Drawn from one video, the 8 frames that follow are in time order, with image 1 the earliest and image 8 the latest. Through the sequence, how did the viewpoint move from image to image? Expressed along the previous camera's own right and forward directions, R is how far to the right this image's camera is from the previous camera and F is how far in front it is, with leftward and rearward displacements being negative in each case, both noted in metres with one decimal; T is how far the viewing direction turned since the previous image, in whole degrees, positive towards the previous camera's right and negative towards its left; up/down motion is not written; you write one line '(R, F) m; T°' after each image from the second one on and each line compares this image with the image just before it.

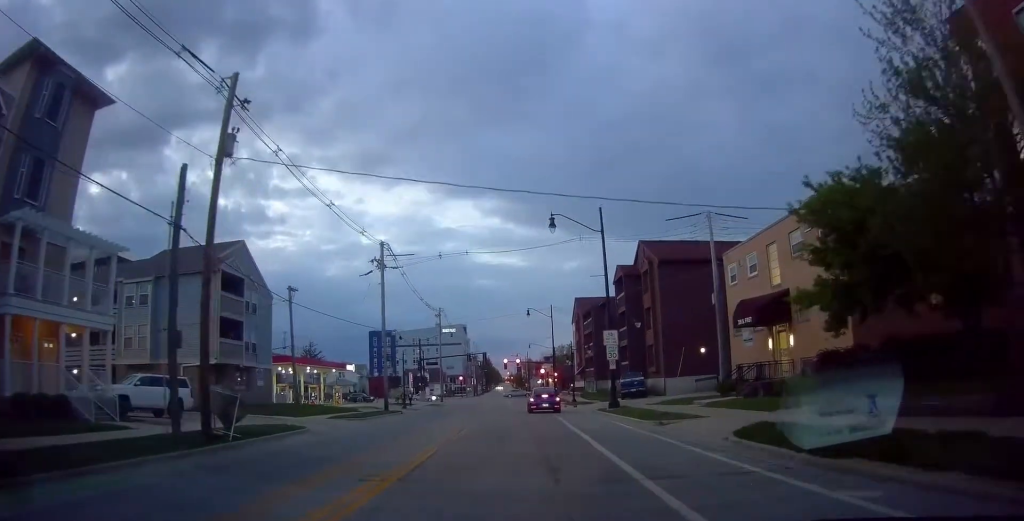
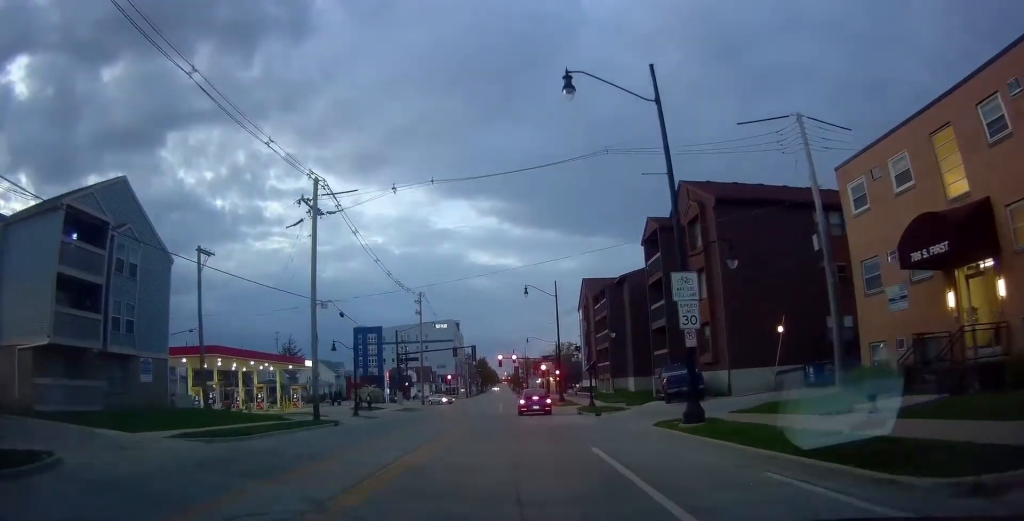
(+0.8, +14.9) m; +2°
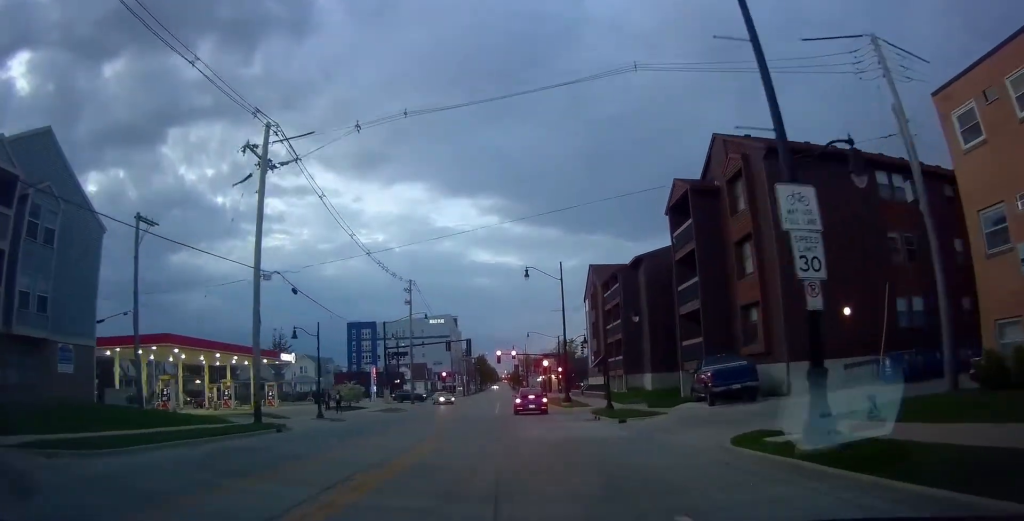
(-0.2, +7.5) m; -2°
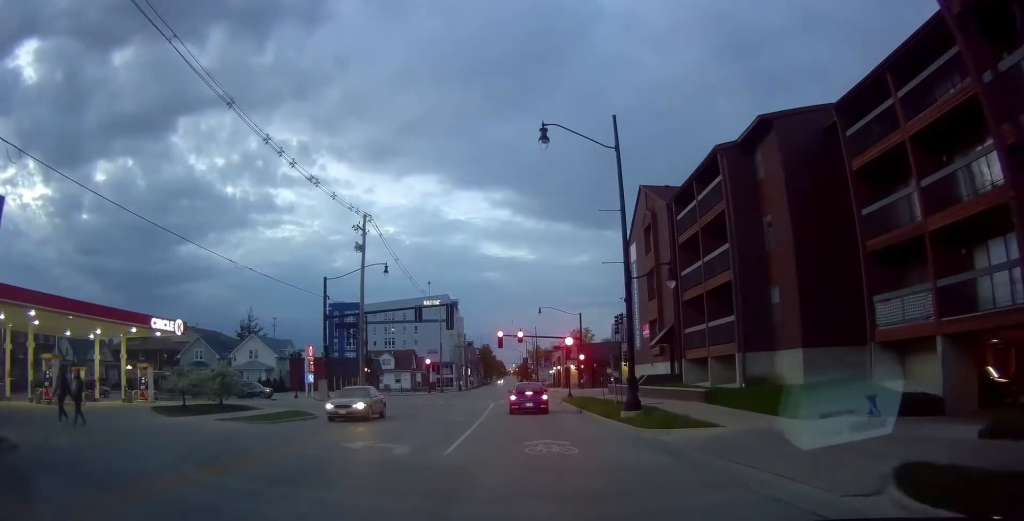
(-1.0, +24.5) m; -2°
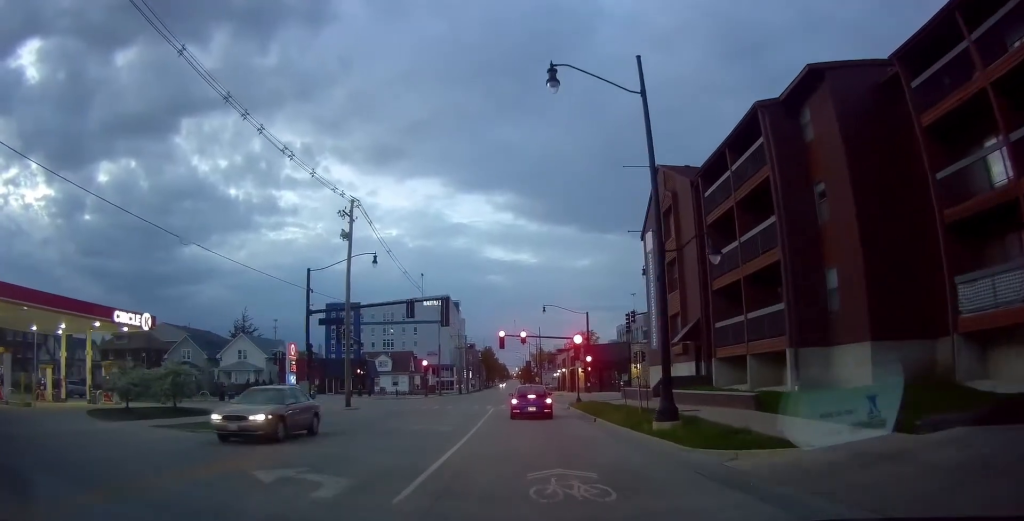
(0.0, +4.4) m; +4°
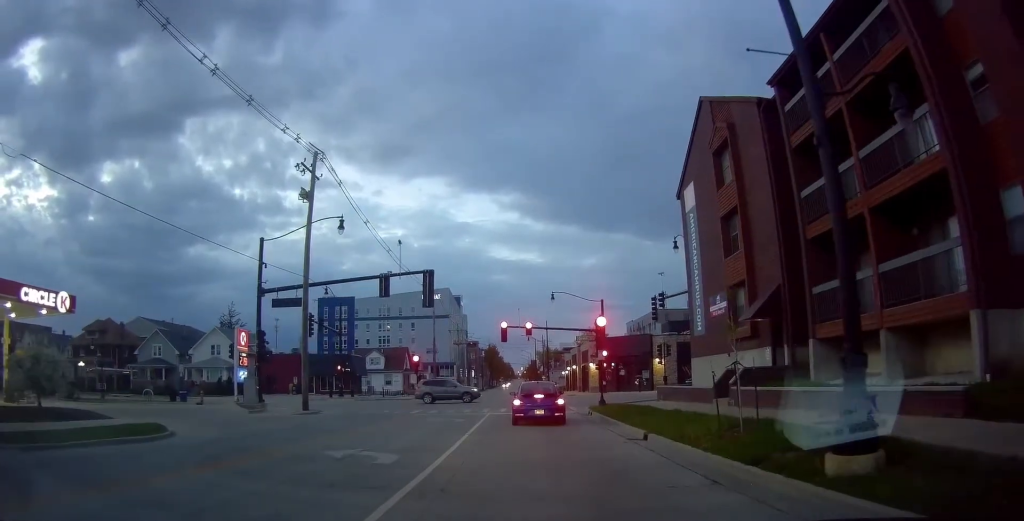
(+0.9, +9.6) m; +4°
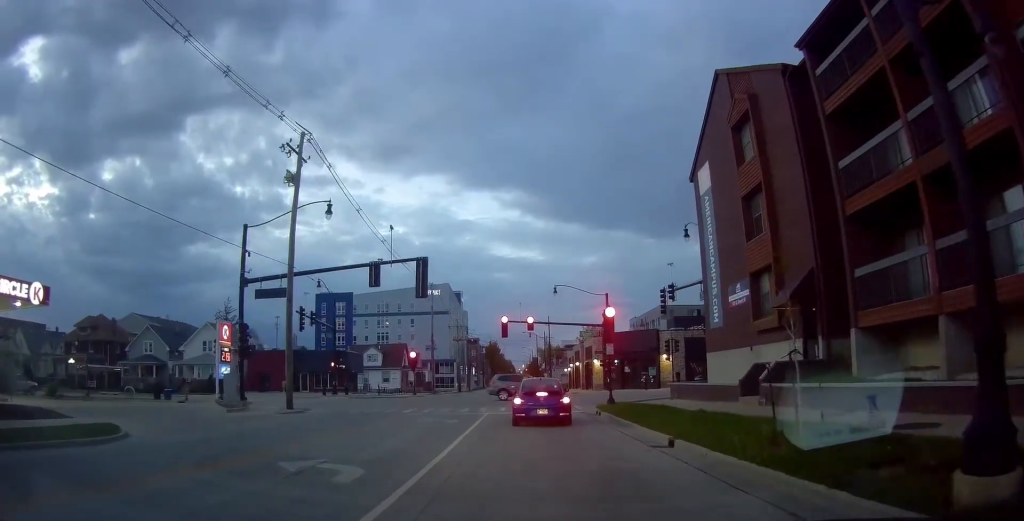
(-0.3, +2.3) m; -4°
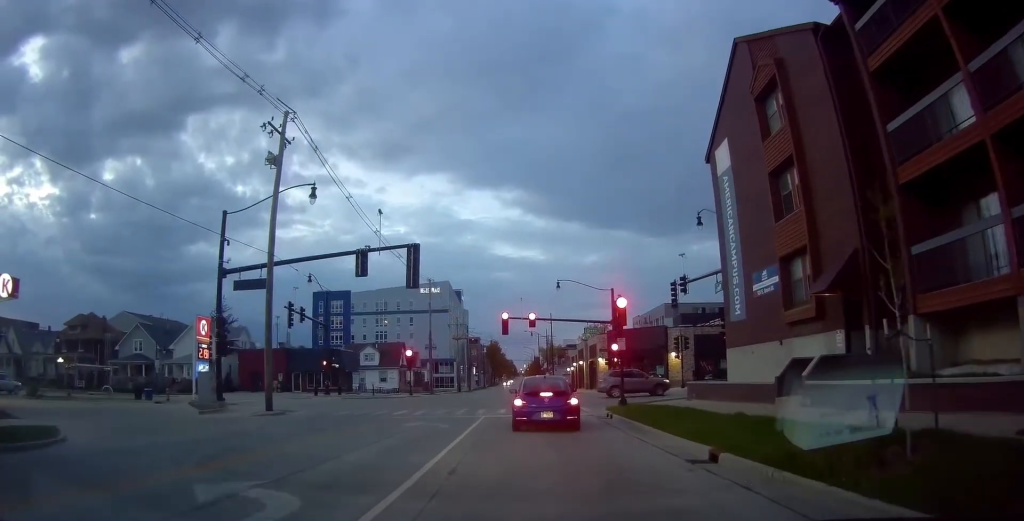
(-0.2, +3.1) m; -5°
